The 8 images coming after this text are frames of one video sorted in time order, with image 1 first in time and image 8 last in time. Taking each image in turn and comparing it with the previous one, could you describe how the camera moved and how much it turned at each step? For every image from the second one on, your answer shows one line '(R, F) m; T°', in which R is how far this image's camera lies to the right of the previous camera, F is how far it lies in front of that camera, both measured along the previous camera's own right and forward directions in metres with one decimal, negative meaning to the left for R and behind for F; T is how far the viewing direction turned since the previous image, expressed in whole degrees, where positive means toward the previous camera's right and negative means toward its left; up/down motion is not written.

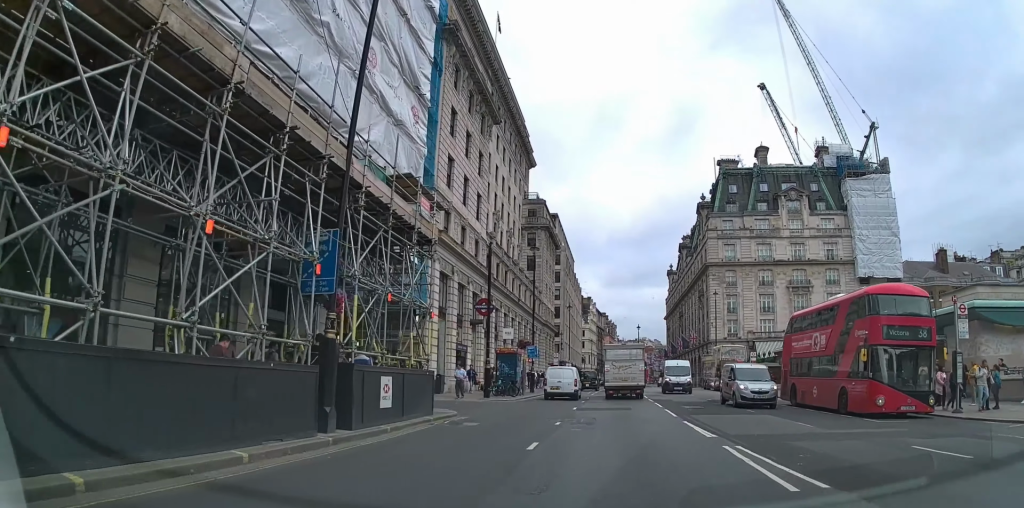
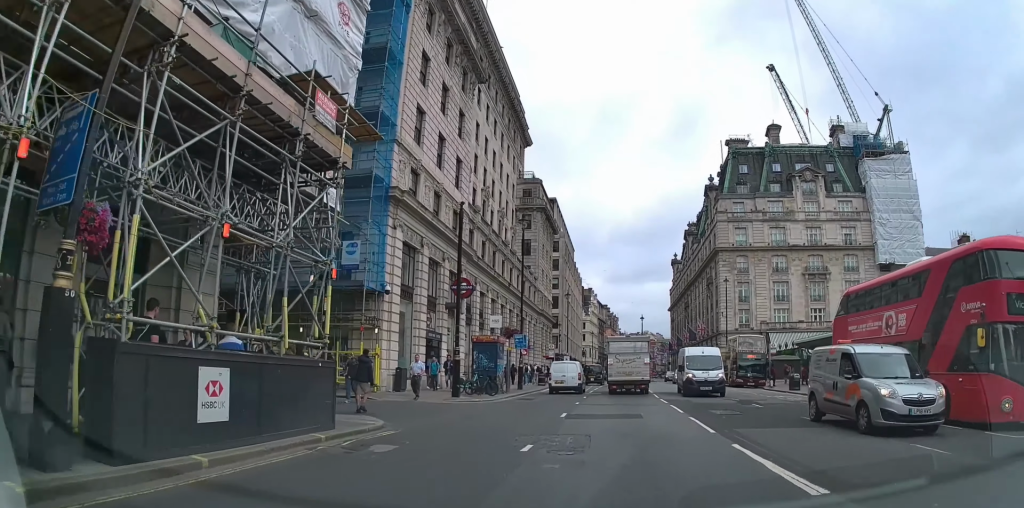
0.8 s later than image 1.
(-0.3, +6.7) m; -4°
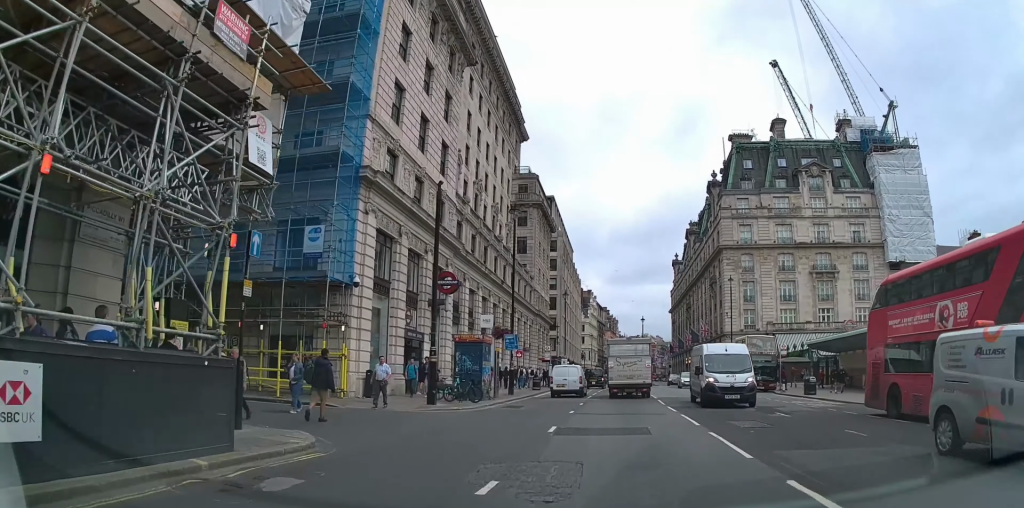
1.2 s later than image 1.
(-0.1, +3.2) m; 0°
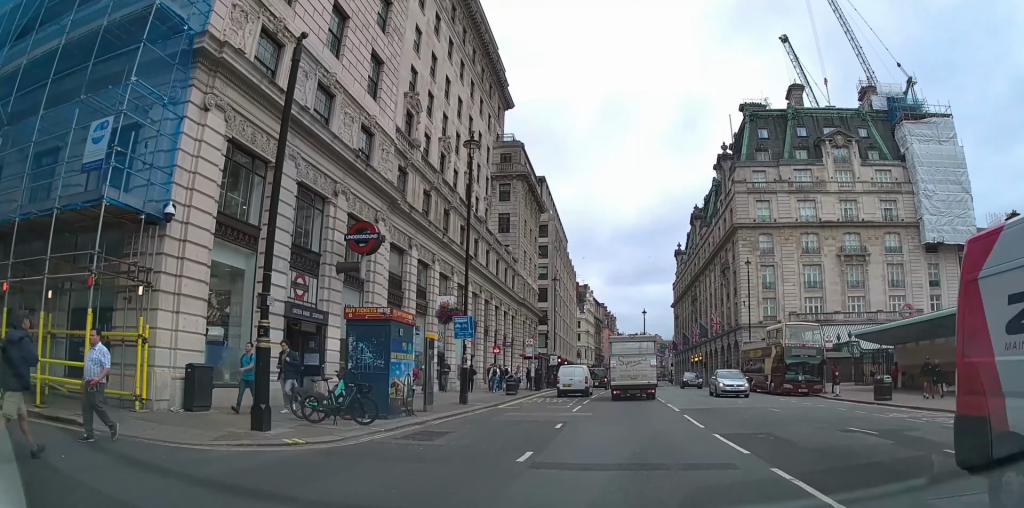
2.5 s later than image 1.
(+0.1, +10.3) m; +1°
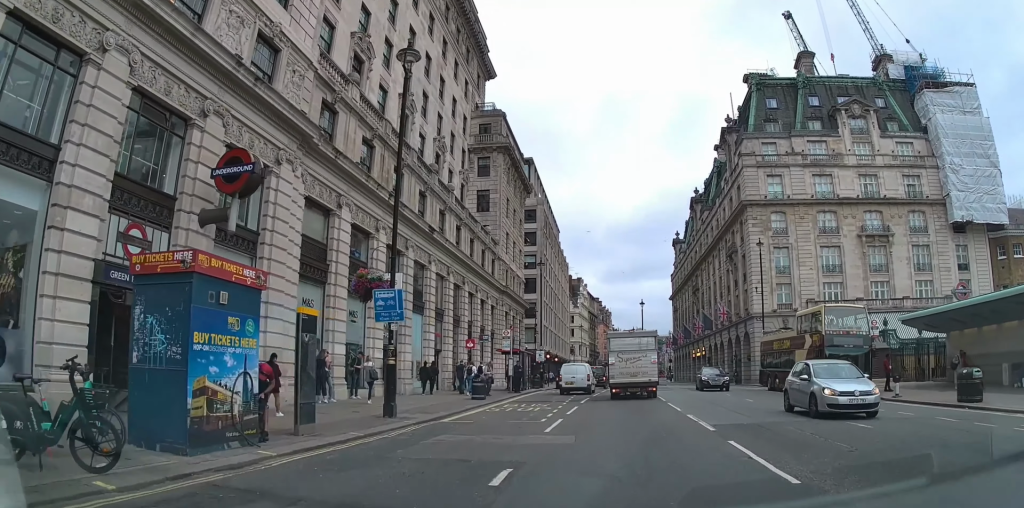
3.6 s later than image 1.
(0.0, +7.3) m; +1°
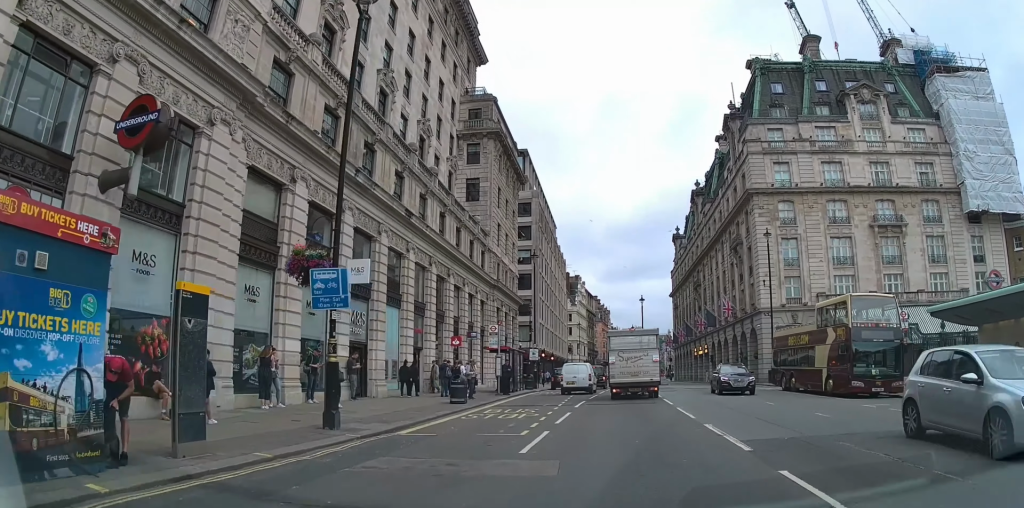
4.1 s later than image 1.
(0.0, +3.3) m; 0°
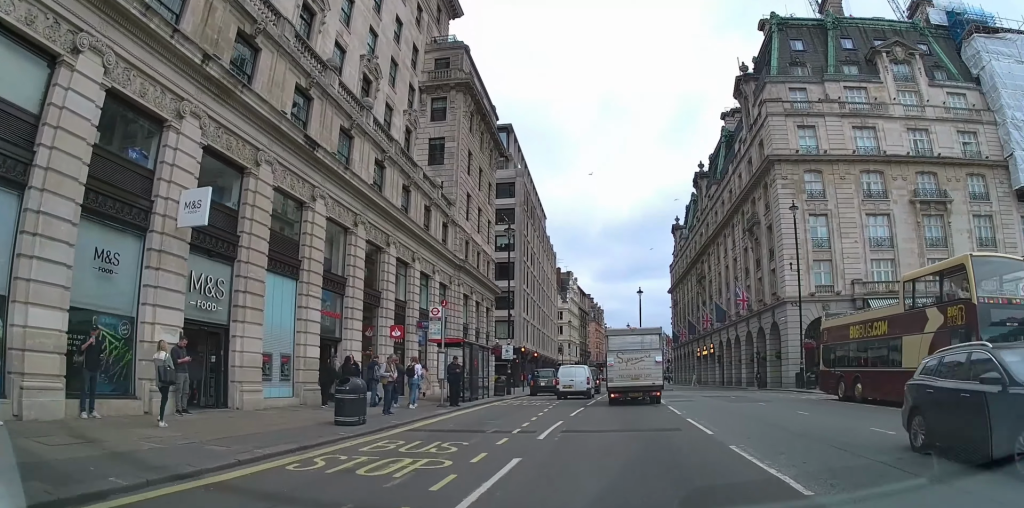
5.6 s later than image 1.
(+0.2, +9.0) m; +2°
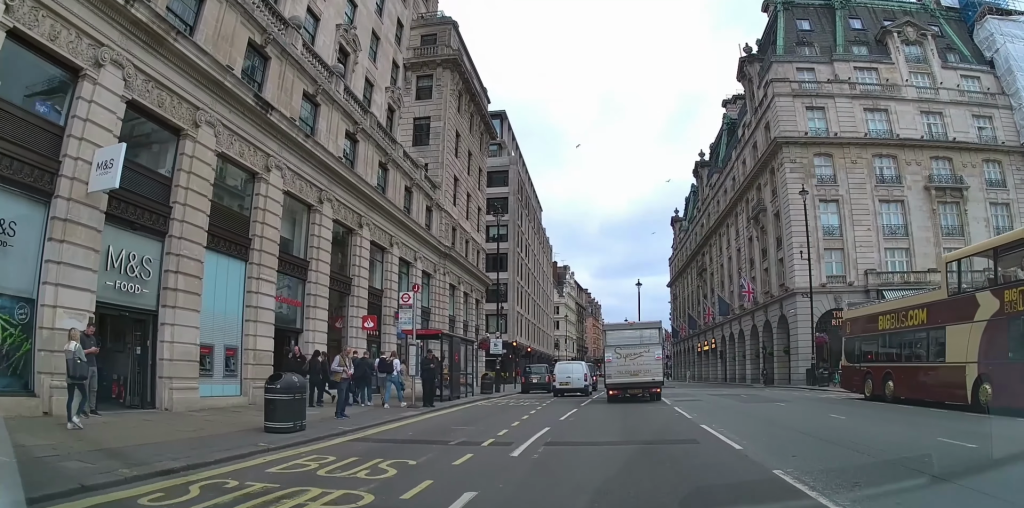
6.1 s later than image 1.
(0.0, +2.8) m; 0°
